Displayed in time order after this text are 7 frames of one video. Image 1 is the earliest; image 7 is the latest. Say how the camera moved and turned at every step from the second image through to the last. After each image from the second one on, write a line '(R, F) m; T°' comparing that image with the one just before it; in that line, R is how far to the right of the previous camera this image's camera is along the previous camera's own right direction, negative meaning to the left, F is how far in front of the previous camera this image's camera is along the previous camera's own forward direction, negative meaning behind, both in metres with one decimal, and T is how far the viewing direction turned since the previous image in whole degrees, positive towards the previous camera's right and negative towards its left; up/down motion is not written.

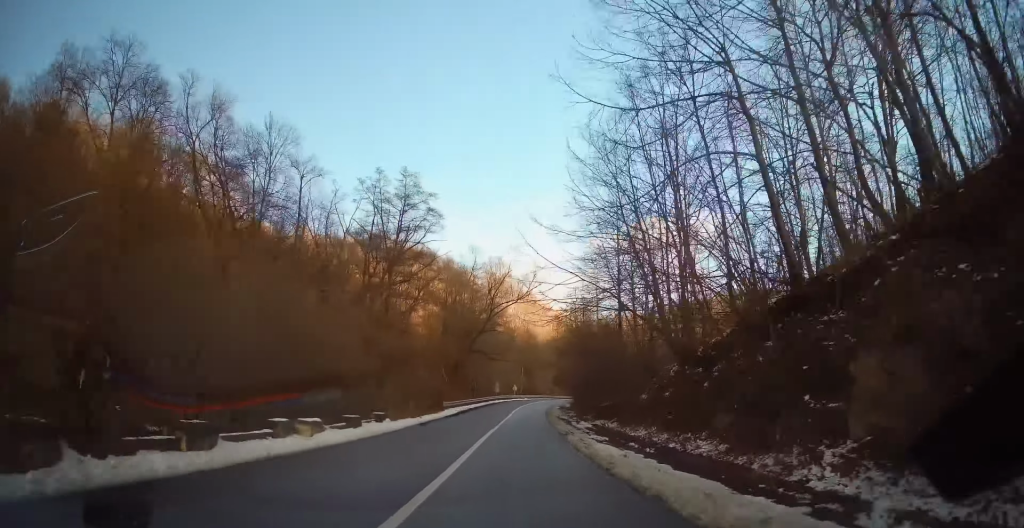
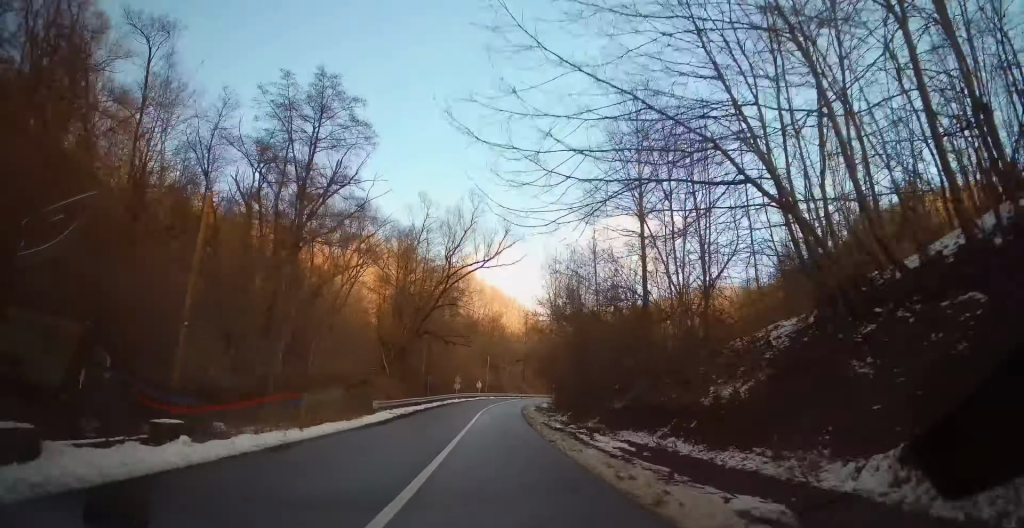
(+0.7, +13.0) m; +3°
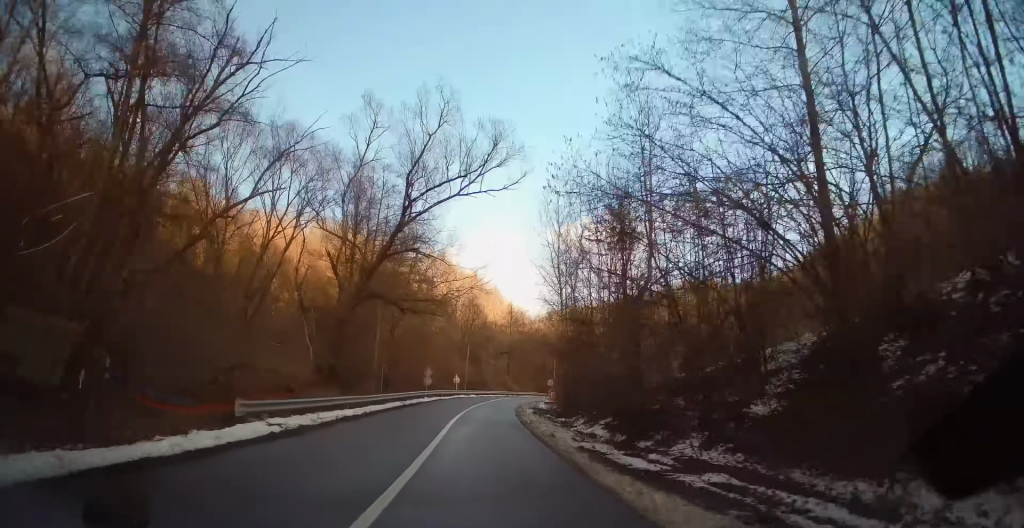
(-0.2, +13.3) m; +1°
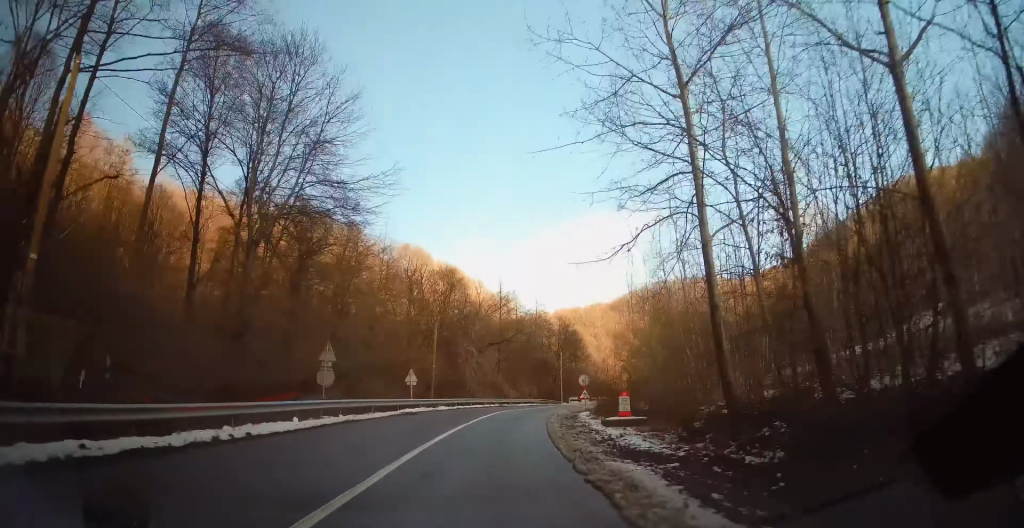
(+0.9, +27.0) m; +2°
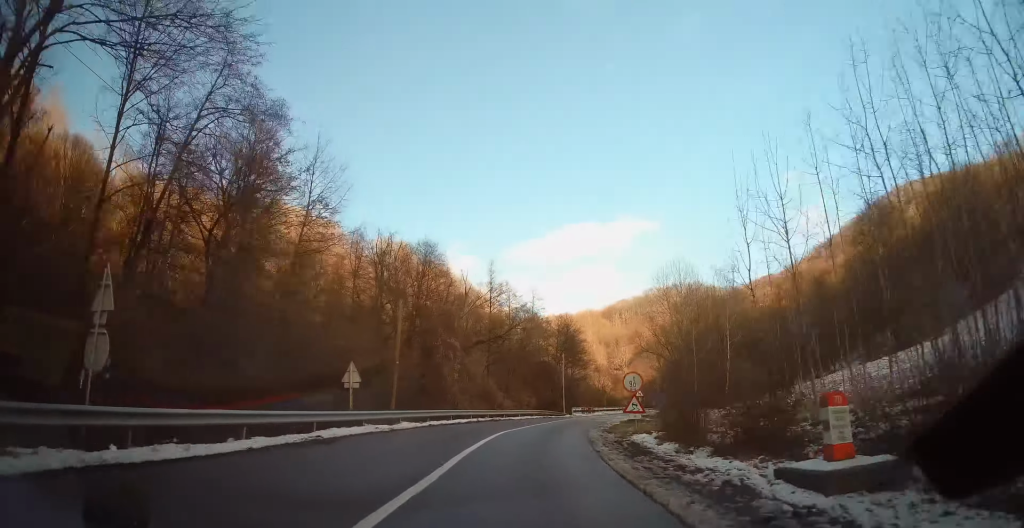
(+0.1, +12.7) m; +5°
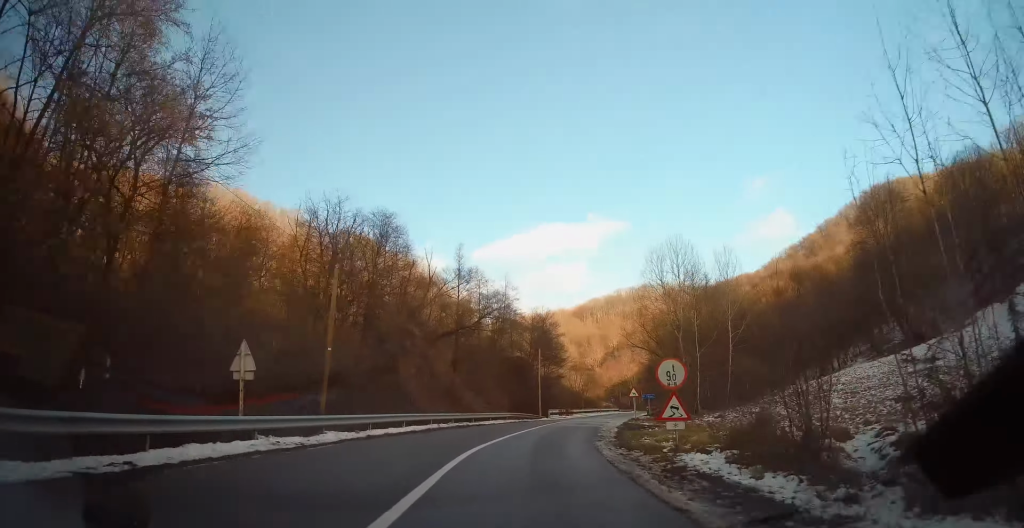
(+0.4, +7.2) m; +3°
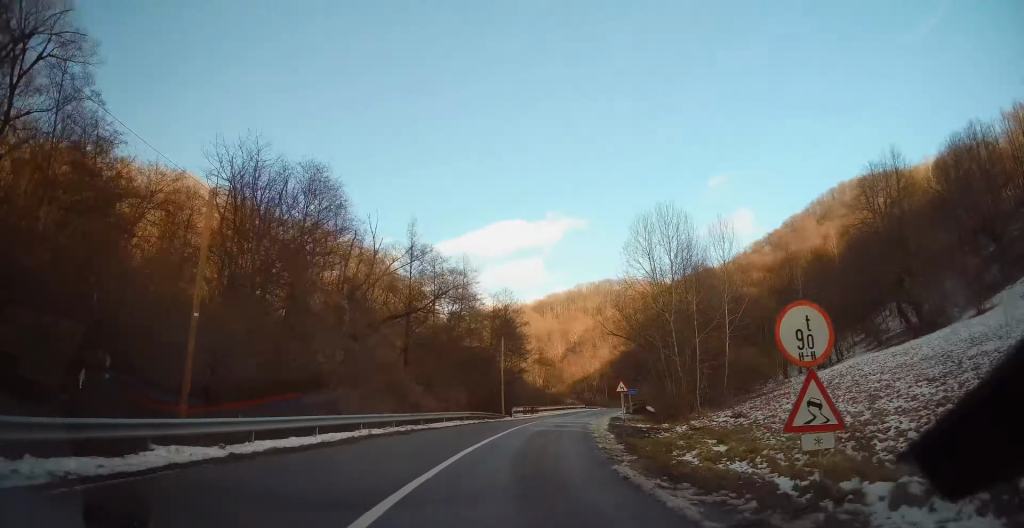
(+0.4, +7.3) m; +3°
